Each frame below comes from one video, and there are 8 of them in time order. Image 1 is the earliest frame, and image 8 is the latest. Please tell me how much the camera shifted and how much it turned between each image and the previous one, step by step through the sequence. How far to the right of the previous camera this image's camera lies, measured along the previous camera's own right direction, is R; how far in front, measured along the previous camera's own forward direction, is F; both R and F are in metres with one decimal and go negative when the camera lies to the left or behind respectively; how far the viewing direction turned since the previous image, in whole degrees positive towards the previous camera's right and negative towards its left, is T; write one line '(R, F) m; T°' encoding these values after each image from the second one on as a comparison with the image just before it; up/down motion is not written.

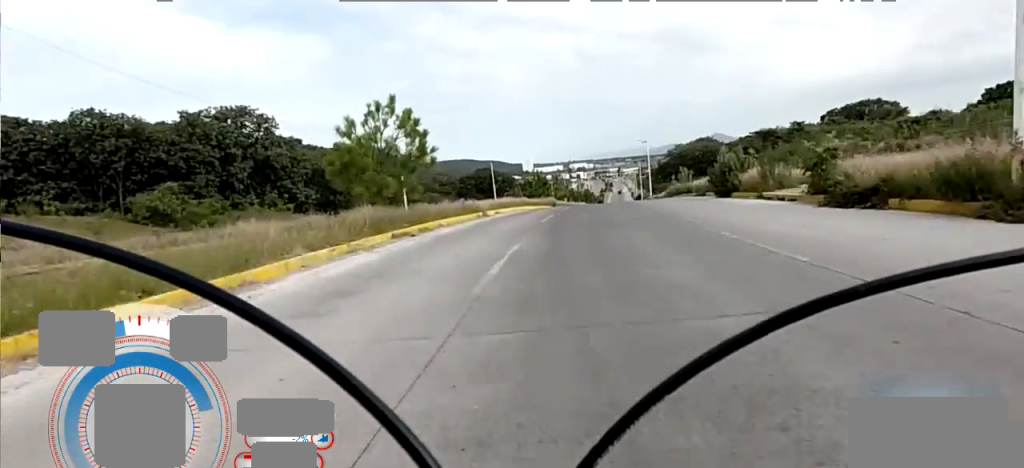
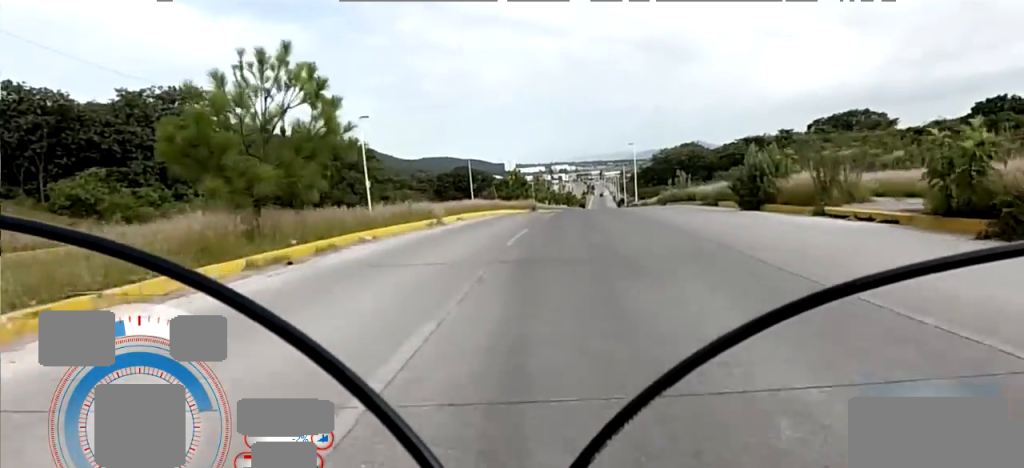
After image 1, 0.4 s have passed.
(-0.2, +4.9) m; +4°
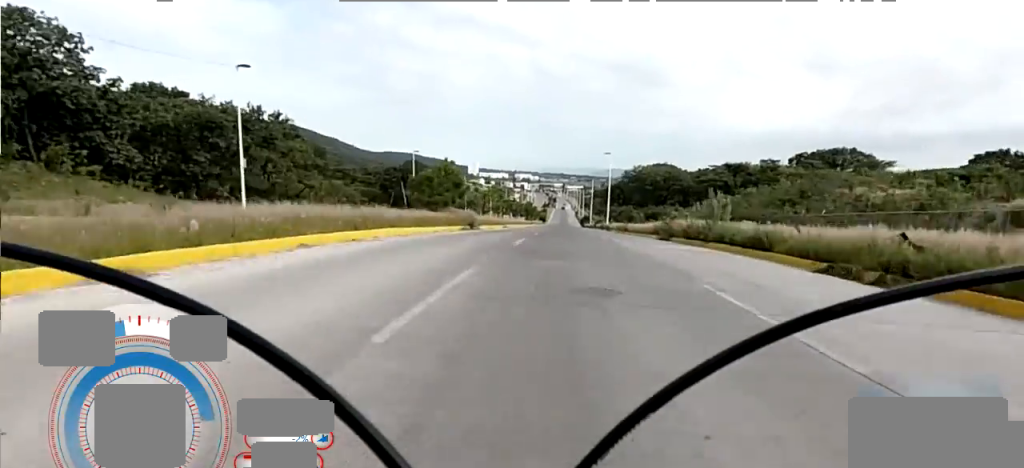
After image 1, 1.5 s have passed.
(+2.0, +13.2) m; +11°
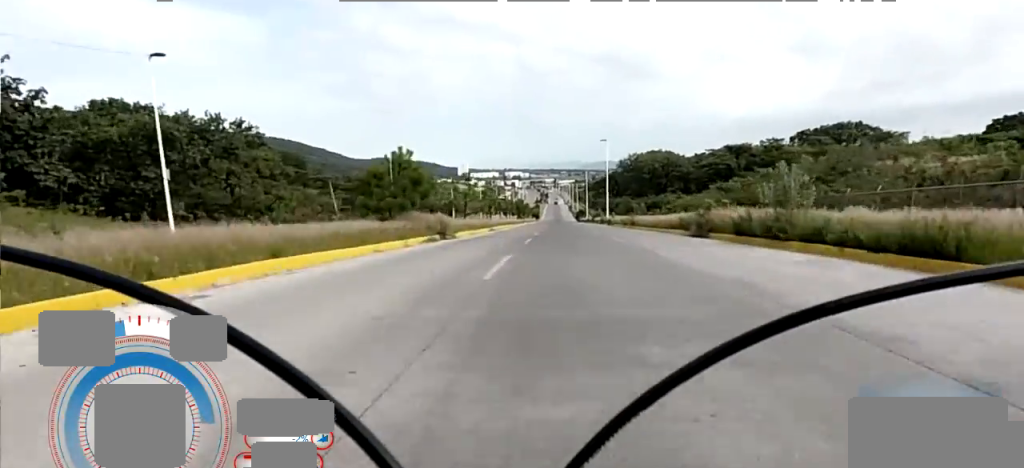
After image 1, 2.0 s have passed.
(+0.2, +5.8) m; +1°
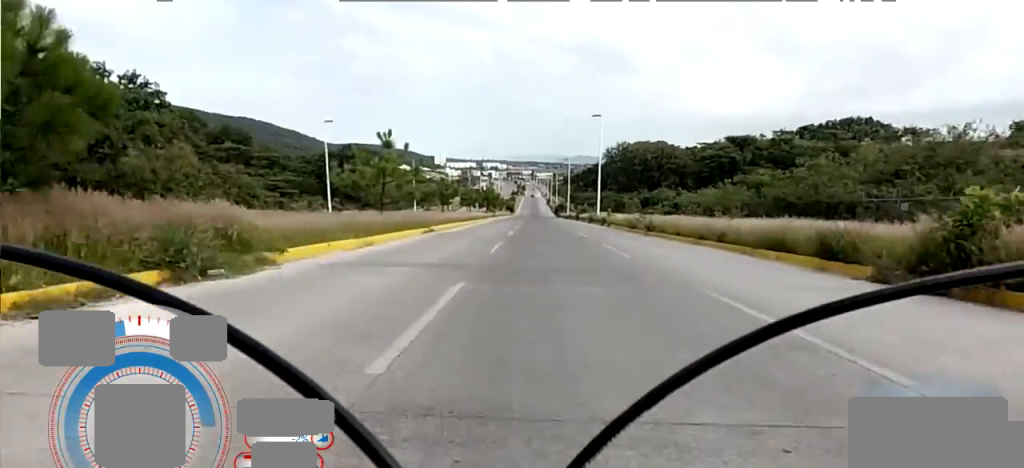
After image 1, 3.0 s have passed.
(+0.2, +12.2) m; +1°
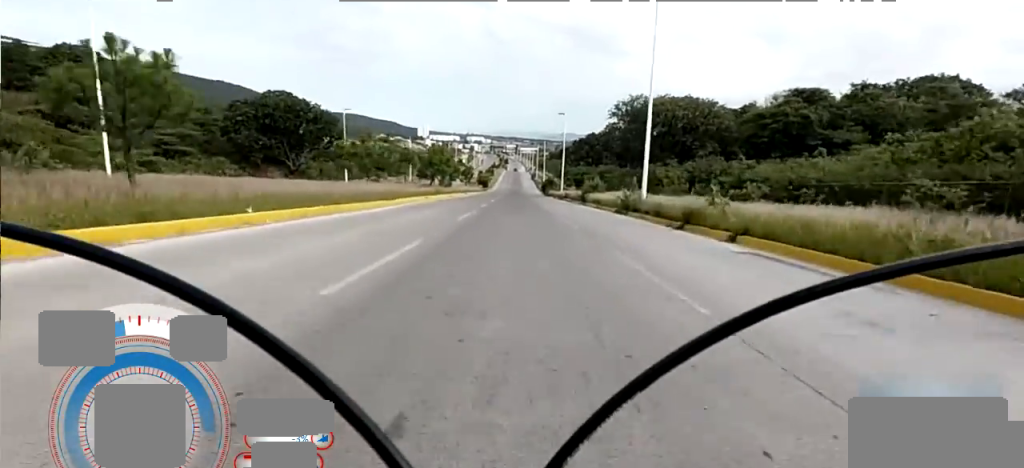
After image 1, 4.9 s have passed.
(+0.3, +24.2) m; +1°
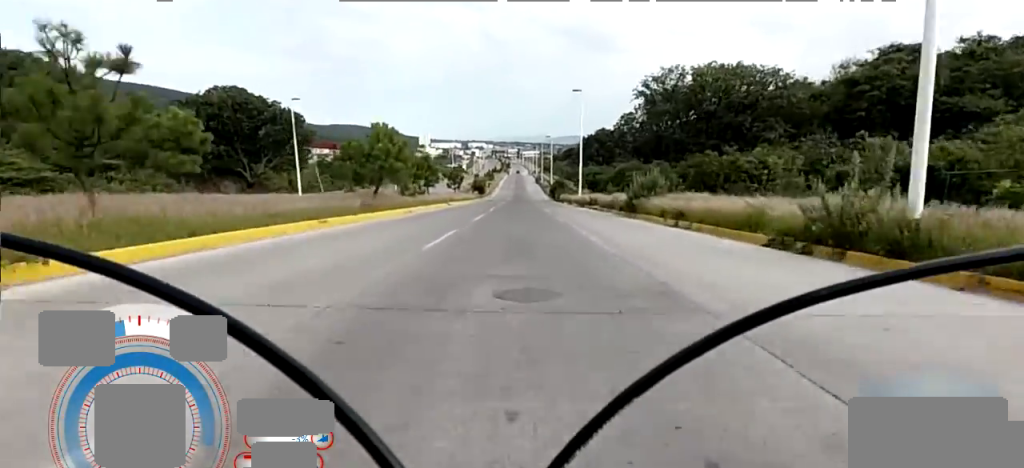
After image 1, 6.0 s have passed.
(+0.1, +15.3) m; 0°
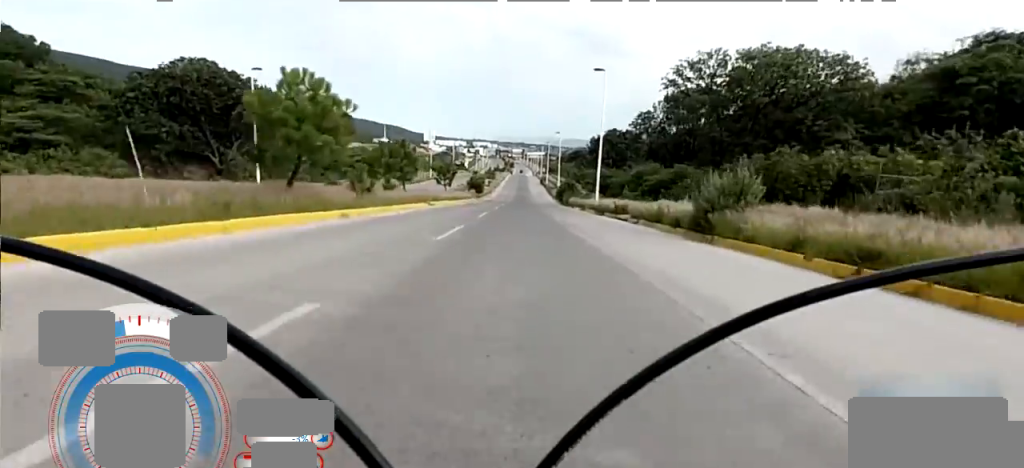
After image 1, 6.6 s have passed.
(0.0, +9.1) m; 0°
